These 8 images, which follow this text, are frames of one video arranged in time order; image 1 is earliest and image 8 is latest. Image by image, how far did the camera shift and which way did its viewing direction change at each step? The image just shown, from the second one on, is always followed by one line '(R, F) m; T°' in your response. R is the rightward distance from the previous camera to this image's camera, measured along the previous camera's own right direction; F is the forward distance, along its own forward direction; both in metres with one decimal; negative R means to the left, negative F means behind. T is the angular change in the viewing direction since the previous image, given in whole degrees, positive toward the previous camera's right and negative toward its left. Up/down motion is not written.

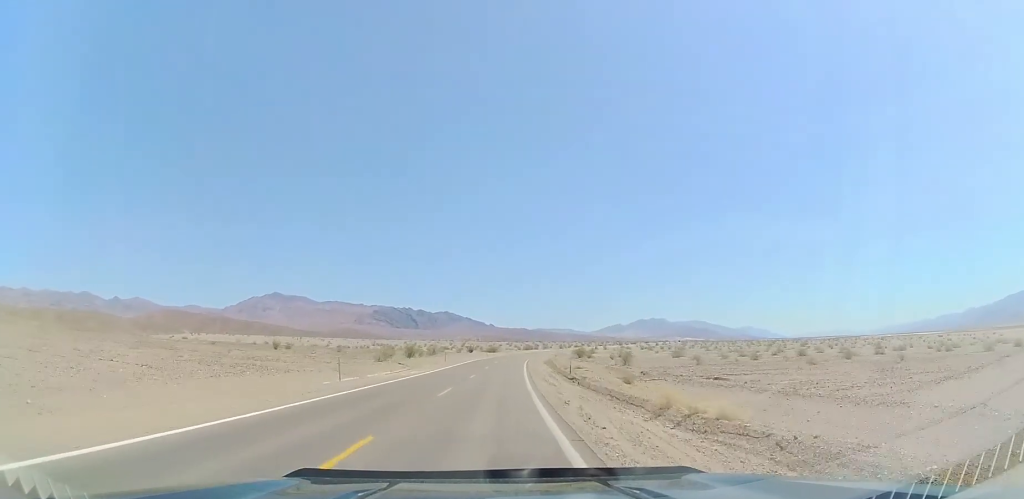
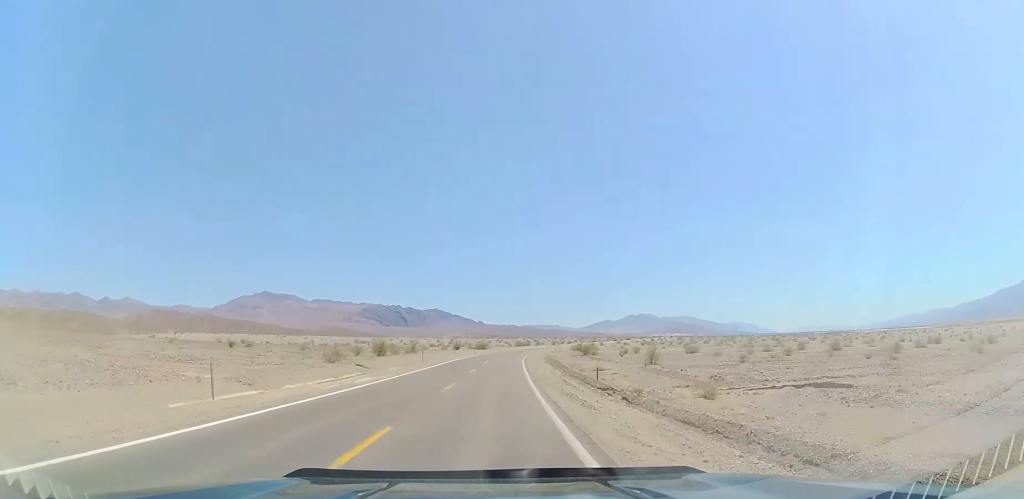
(0.0, +13.6) m; +1°
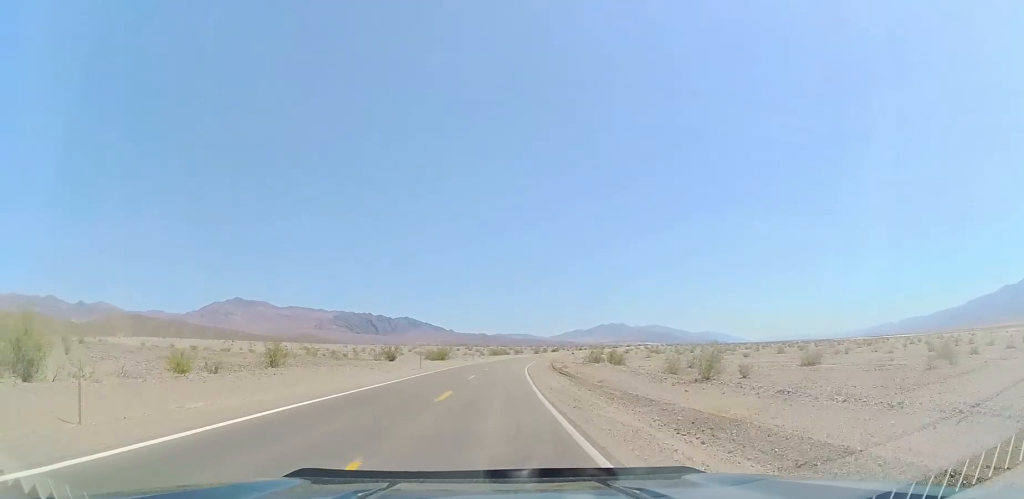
(+1.7, +46.6) m; +3°
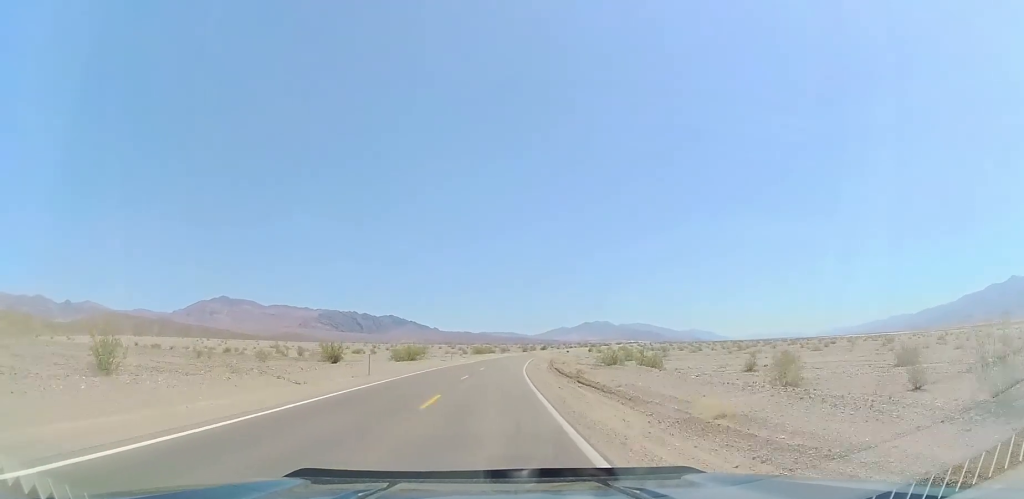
(-0.3, +17.5) m; +1°
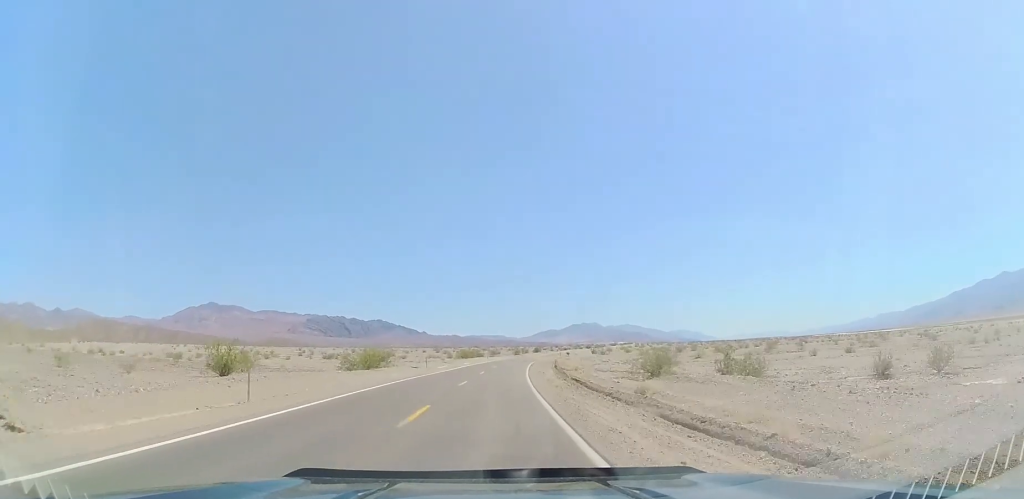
(+0.4, +17.5) m; +2°
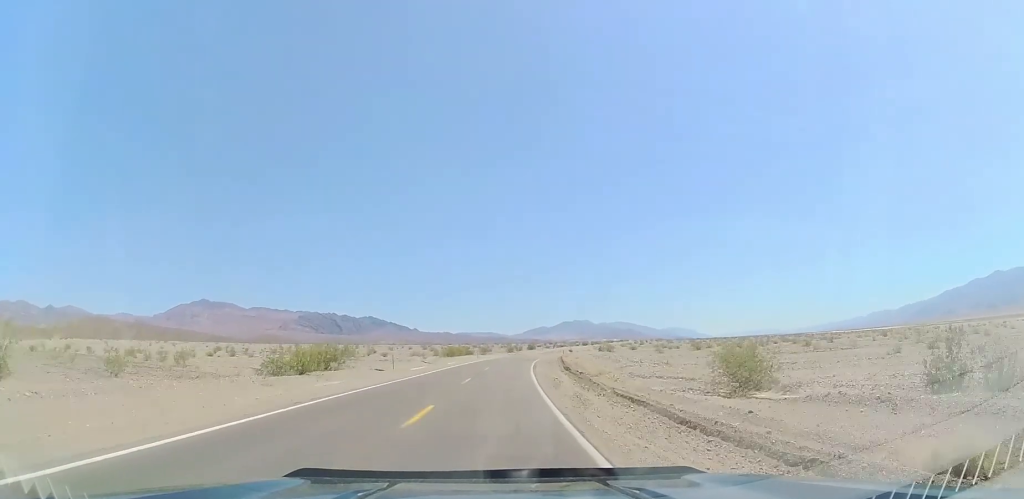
(+0.2, +15.0) m; +1°
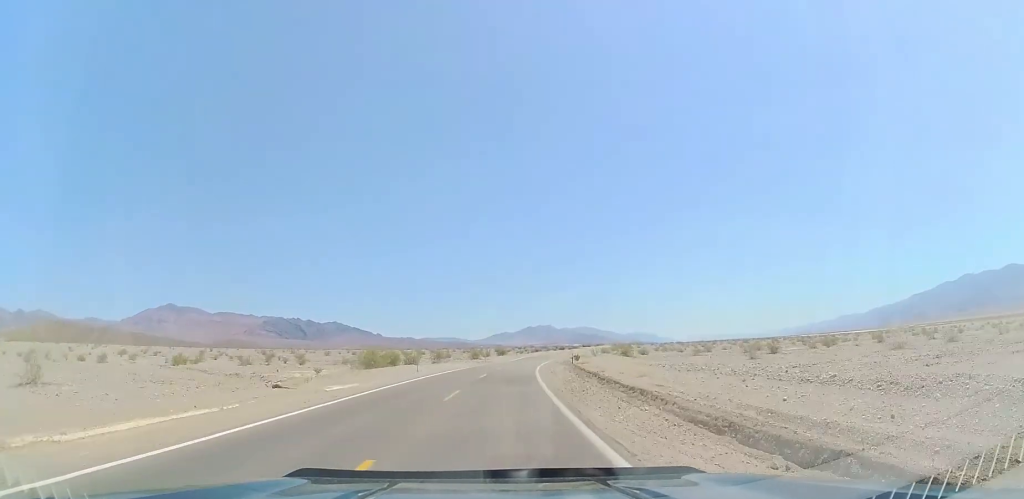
(+0.8, +37.2) m; +2°
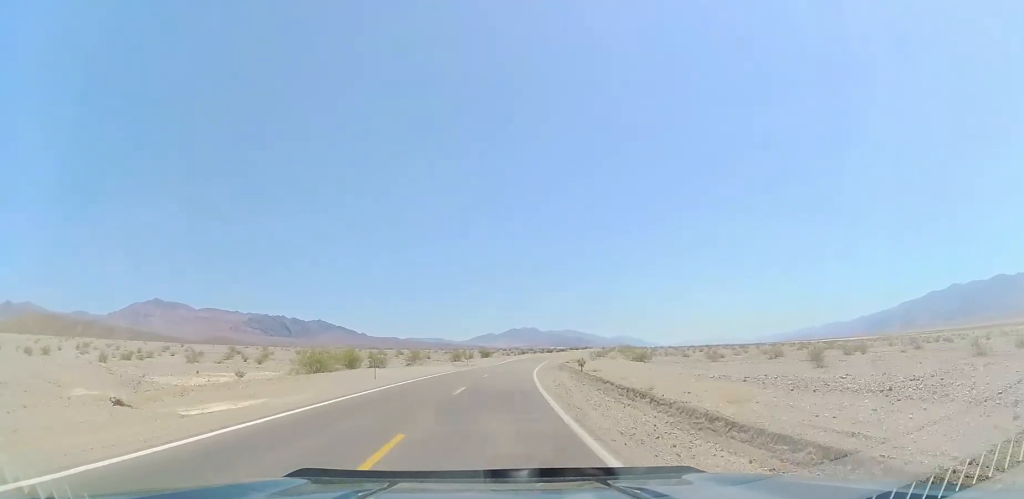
(-0.1, +11.6) m; 0°
